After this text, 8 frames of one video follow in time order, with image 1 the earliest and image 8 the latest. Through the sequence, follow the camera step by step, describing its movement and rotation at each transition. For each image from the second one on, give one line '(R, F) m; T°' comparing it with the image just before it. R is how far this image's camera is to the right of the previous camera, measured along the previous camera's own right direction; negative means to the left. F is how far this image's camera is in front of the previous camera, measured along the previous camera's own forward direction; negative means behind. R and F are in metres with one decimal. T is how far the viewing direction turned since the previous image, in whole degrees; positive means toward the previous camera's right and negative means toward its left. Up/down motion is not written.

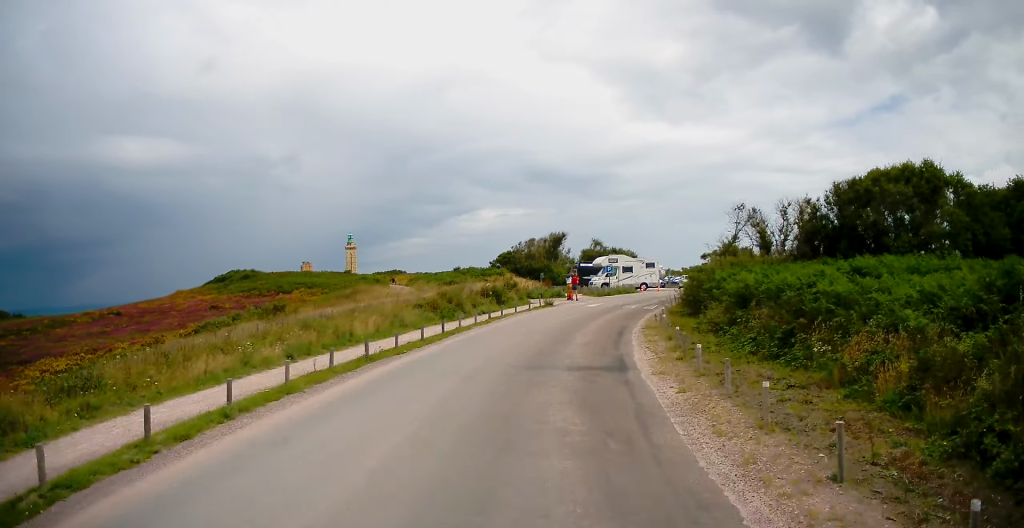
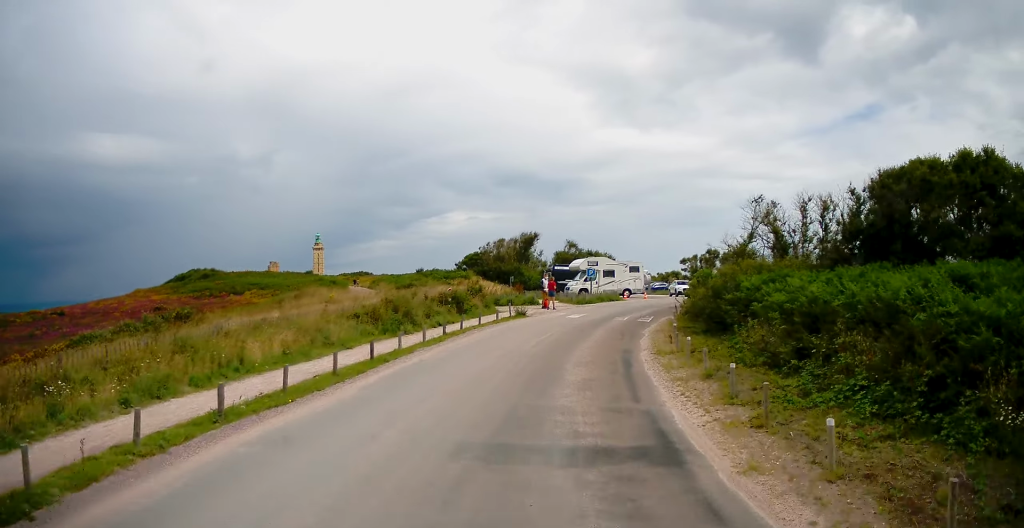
(+0.2, +5.9) m; +3°
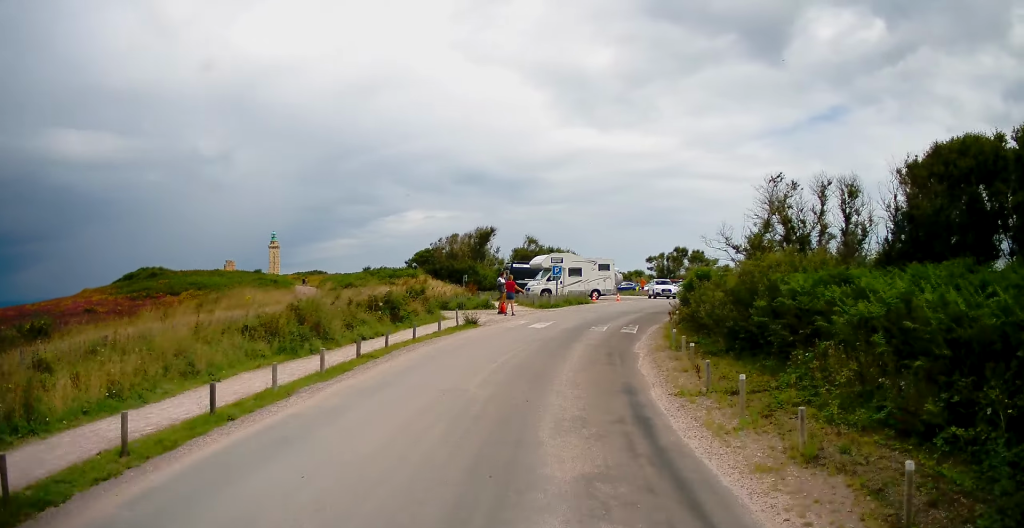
(+0.2, +5.7) m; +2°
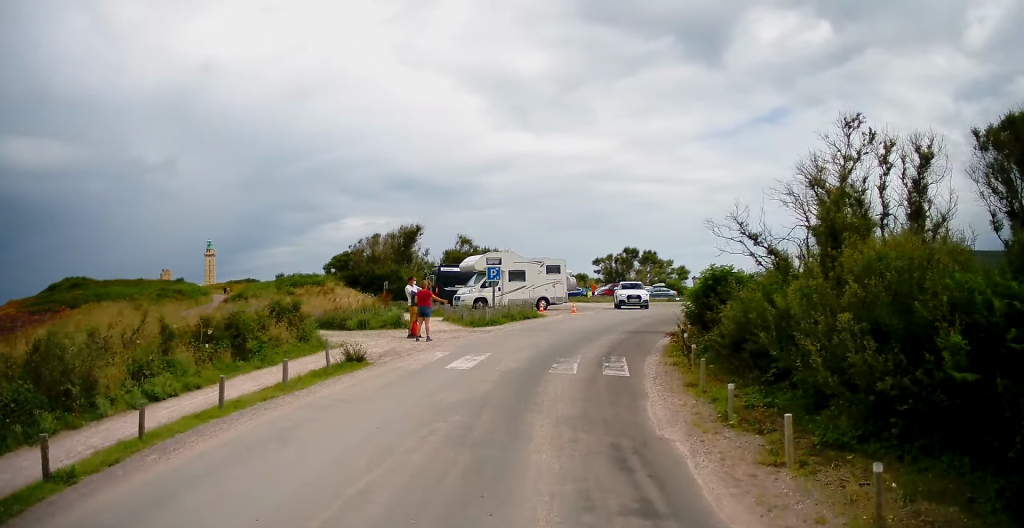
(+0.1, +8.4) m; +6°
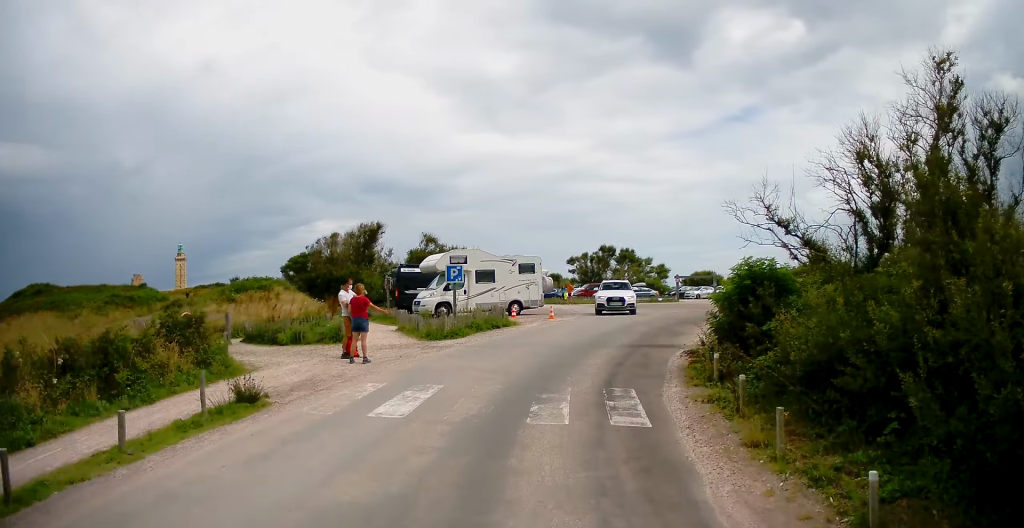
(+0.4, +4.2) m; +6°
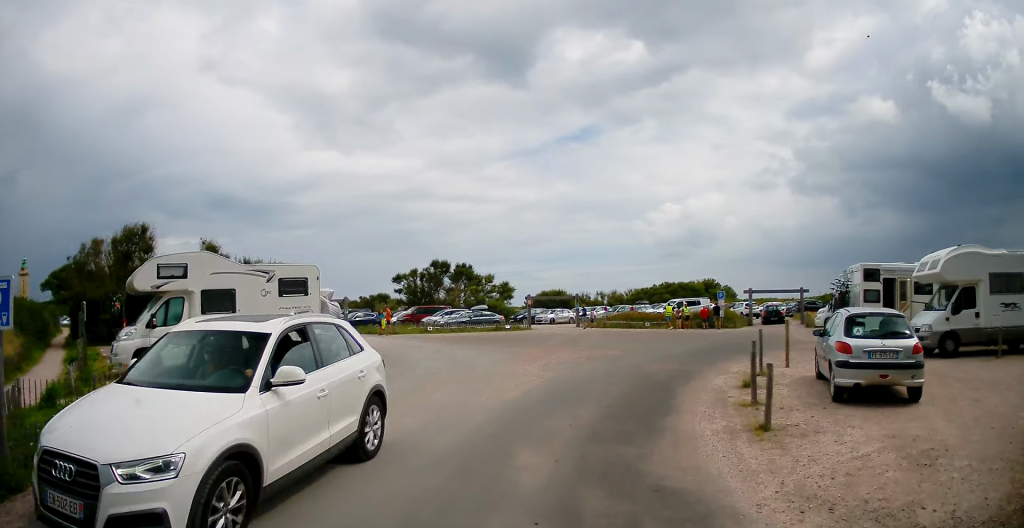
(+3.6, +13.3) m; +29°
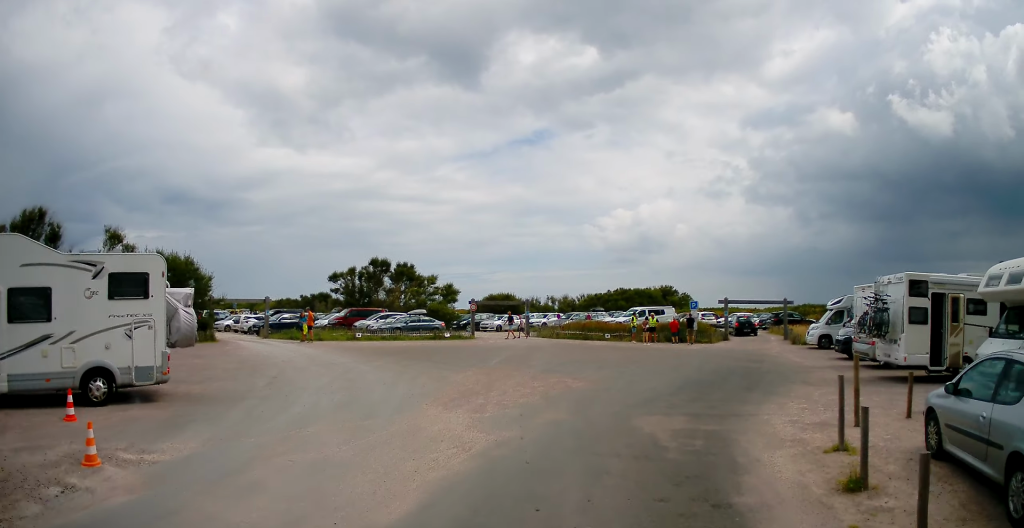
(0.0, +6.0) m; 0°
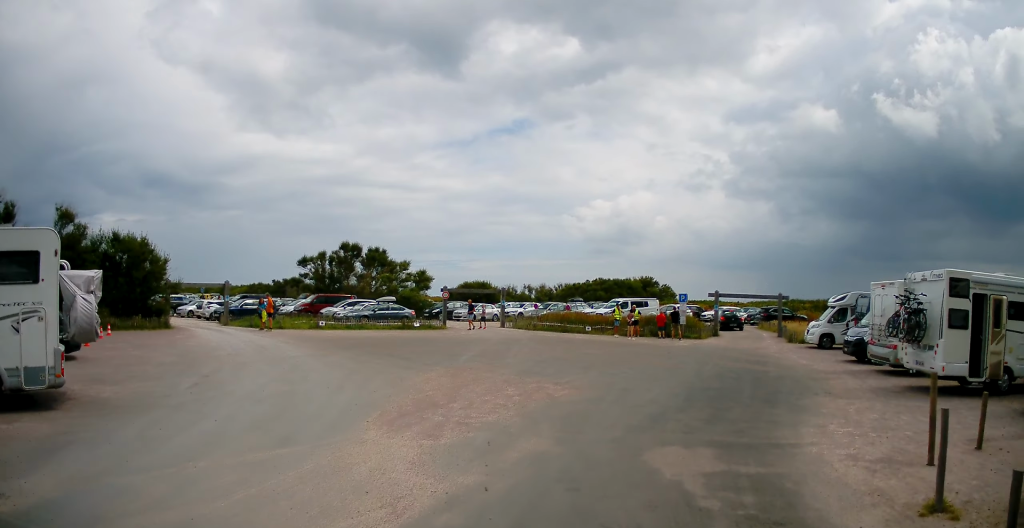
(0.0, +2.7) m; 0°
